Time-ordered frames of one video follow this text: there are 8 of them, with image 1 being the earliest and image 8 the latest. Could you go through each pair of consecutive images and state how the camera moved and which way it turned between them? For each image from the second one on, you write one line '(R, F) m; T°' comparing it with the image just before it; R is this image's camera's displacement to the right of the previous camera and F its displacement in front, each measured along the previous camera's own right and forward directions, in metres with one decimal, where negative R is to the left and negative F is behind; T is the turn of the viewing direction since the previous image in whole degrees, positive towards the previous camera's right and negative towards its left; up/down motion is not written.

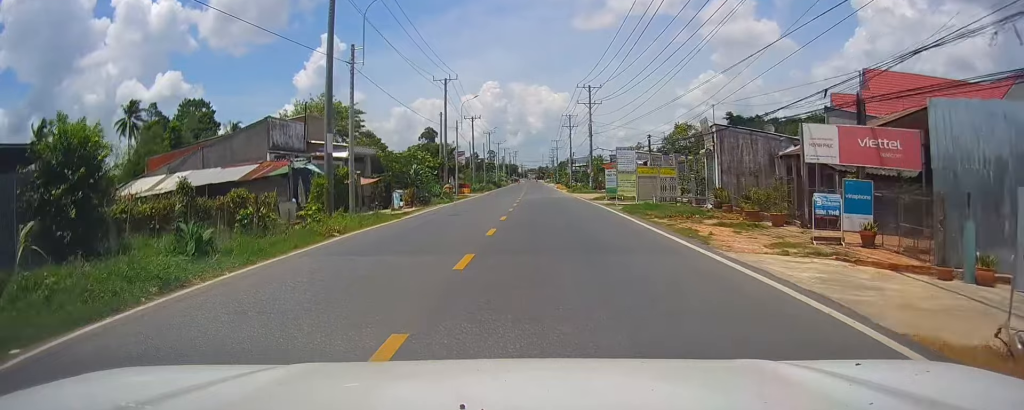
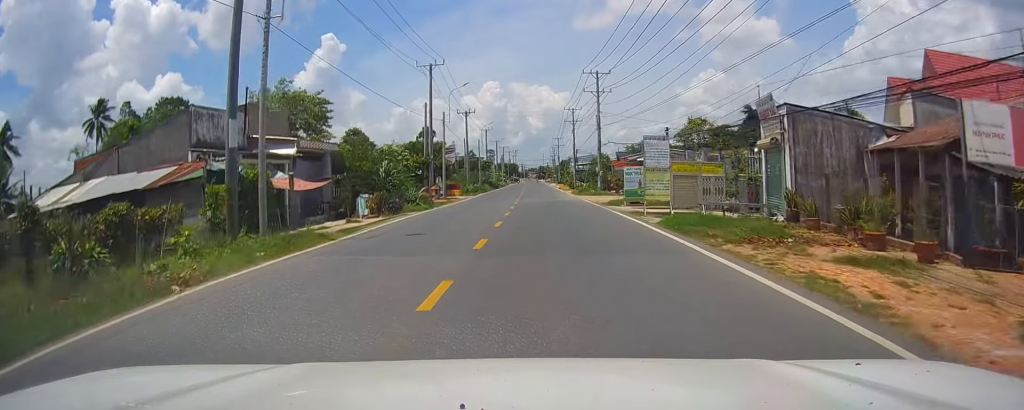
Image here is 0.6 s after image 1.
(-0.4, +8.7) m; 0°
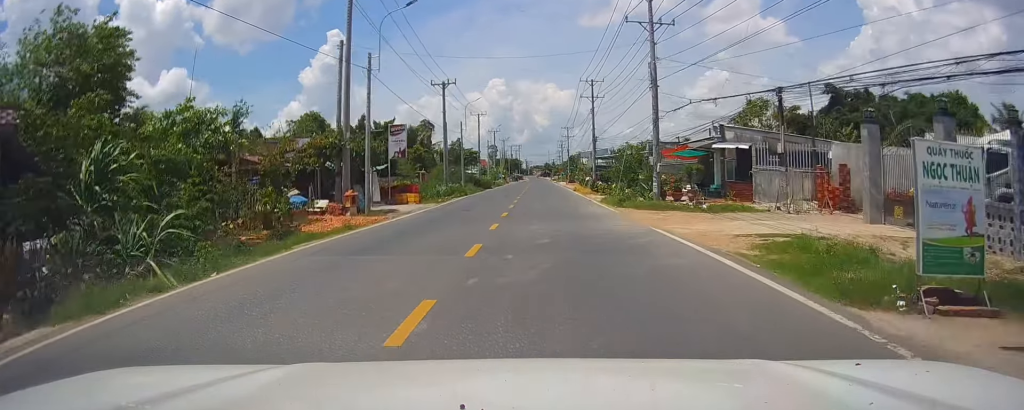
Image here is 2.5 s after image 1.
(0.0, +26.2) m; 0°
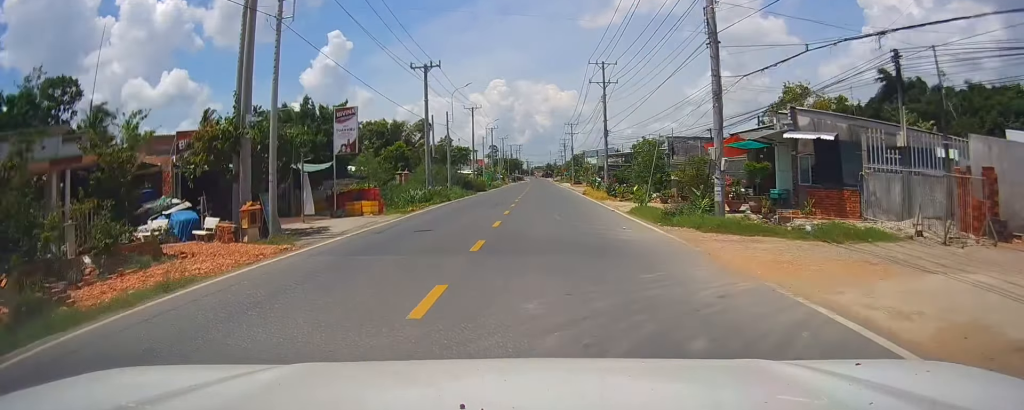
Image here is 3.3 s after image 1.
(+0.4, +10.9) m; 0°
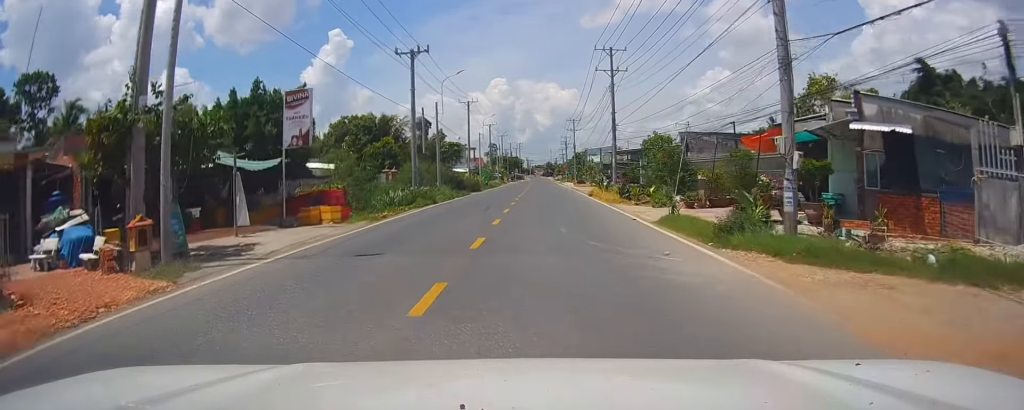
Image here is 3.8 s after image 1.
(+0.1, +5.7) m; 0°
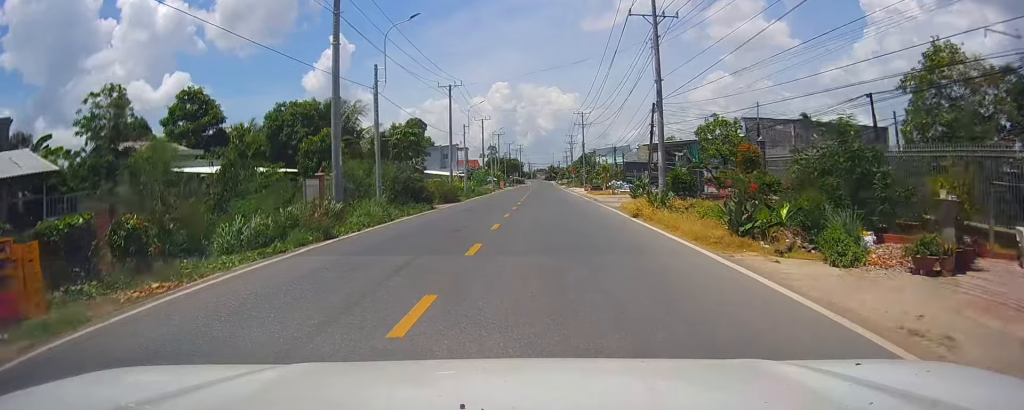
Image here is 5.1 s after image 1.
(-0.1, +18.5) m; 0°
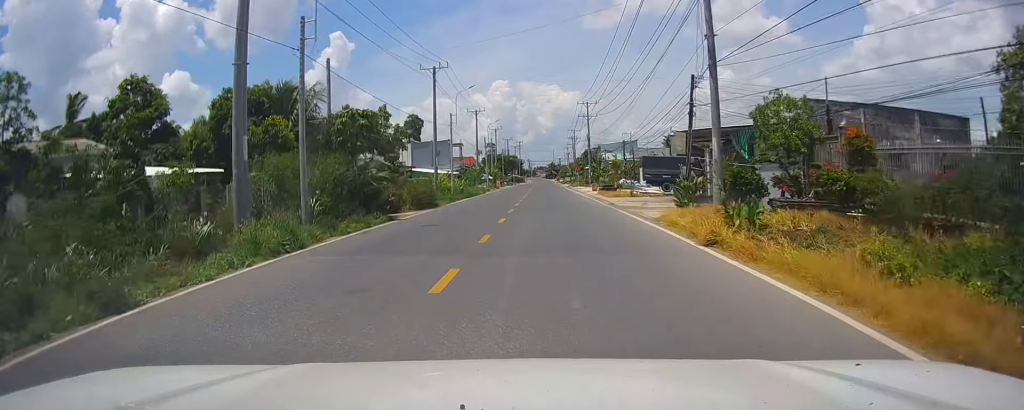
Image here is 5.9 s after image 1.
(+0.2, +10.1) m; -1°
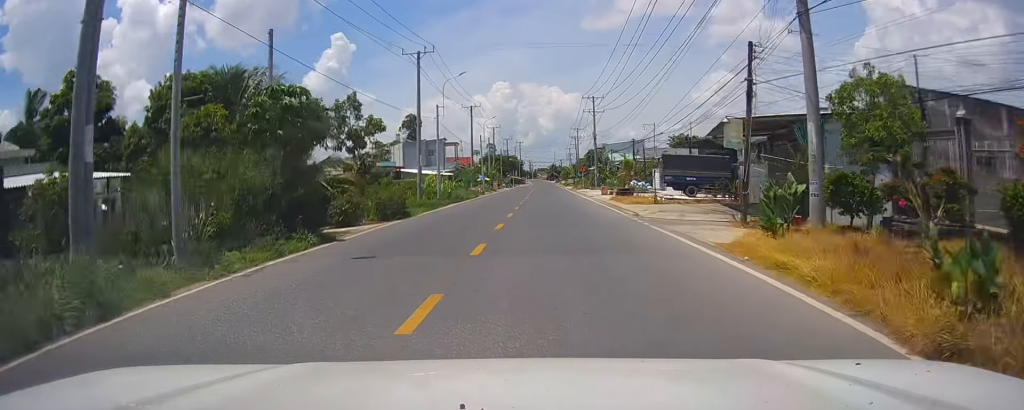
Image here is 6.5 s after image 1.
(-0.3, +8.2) m; -2°
